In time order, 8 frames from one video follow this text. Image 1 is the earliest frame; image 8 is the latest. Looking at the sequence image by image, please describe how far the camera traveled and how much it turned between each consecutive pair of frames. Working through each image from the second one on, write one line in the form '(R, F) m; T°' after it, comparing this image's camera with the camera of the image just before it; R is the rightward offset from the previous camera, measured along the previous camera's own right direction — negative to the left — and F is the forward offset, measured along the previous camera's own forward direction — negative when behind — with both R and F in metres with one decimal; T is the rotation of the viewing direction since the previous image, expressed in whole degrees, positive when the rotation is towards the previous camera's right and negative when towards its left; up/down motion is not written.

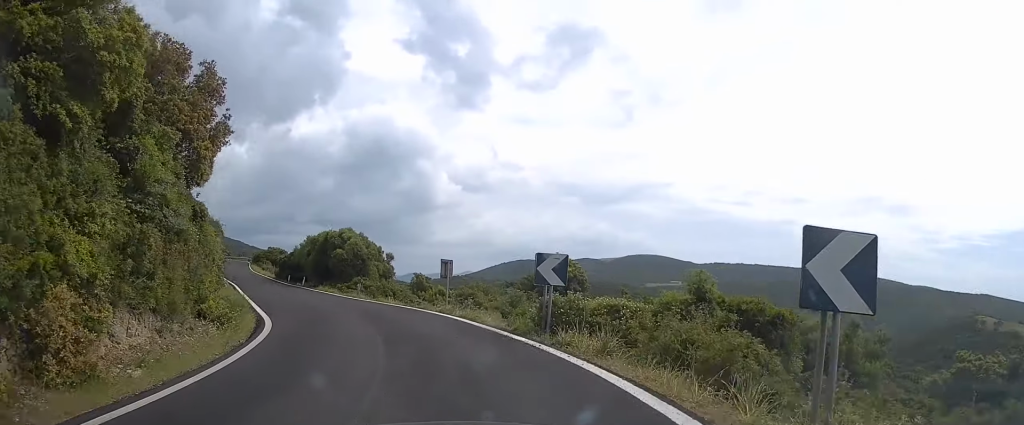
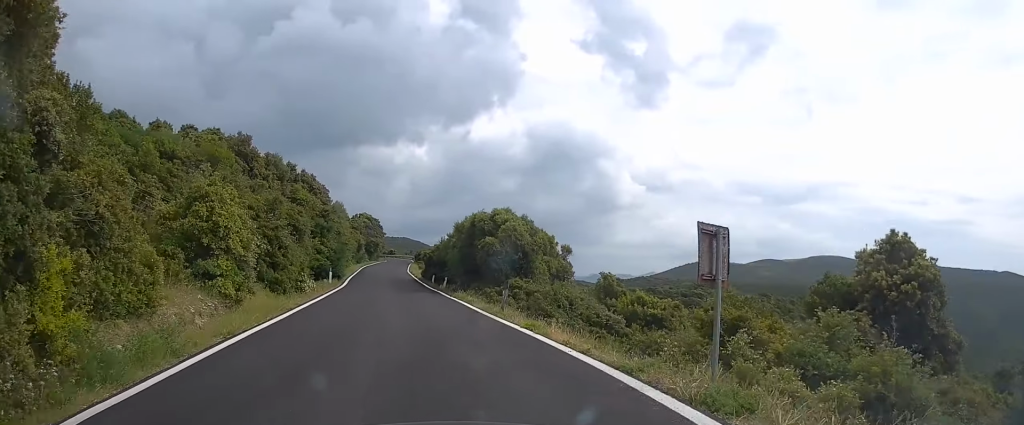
(-1.4, +14.1) m; -13°
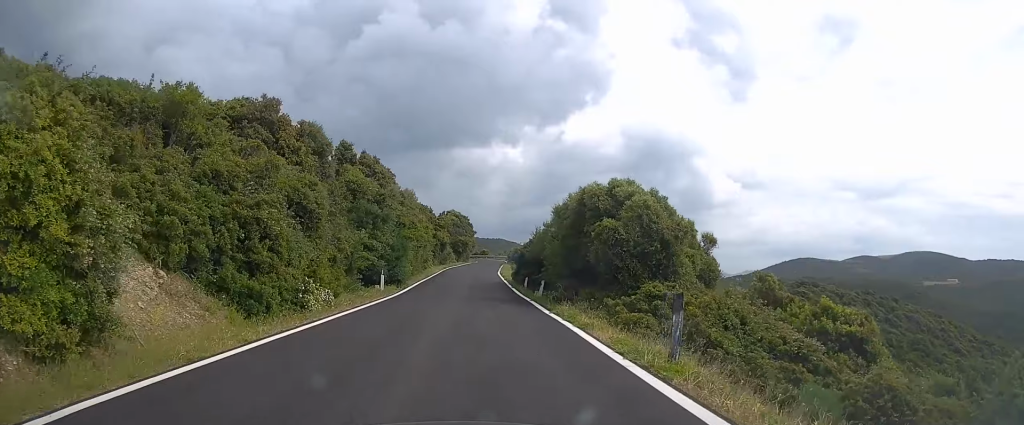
(-1.0, +10.2) m; -6°
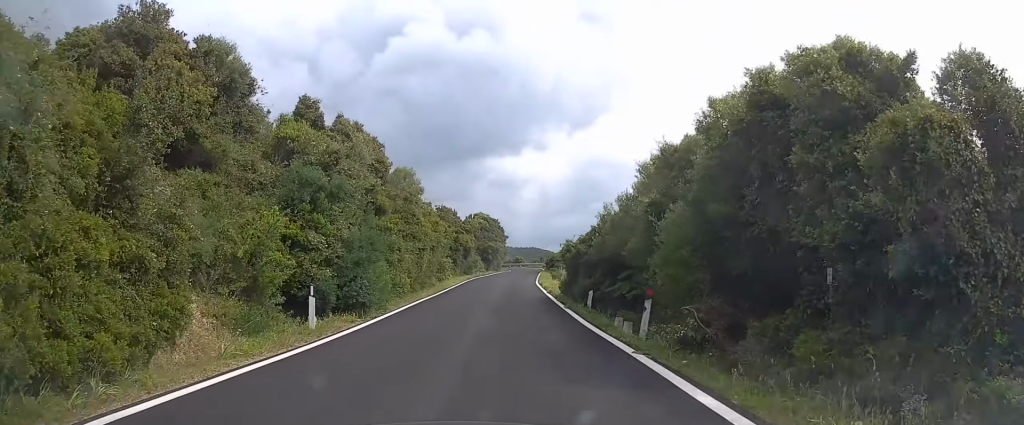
(-0.8, +13.9) m; -4°
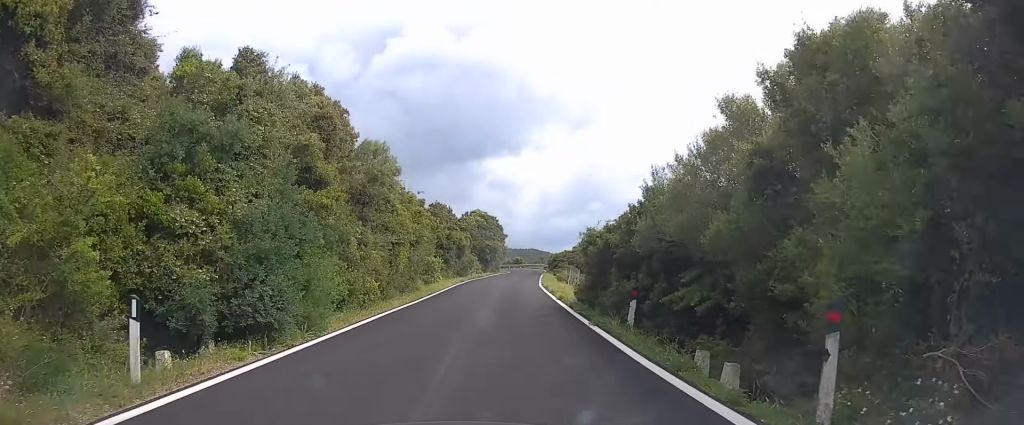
(-0.1, +6.8) m; -1°
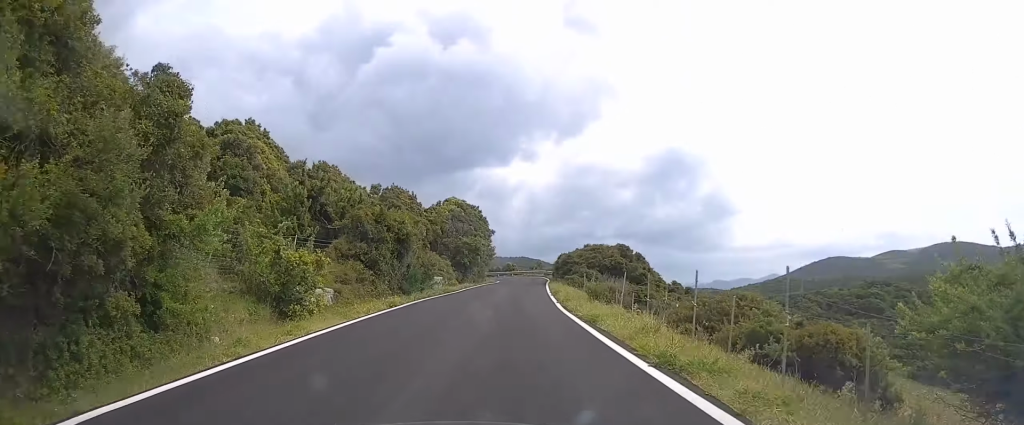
(-0.1, +24.5) m; 0°
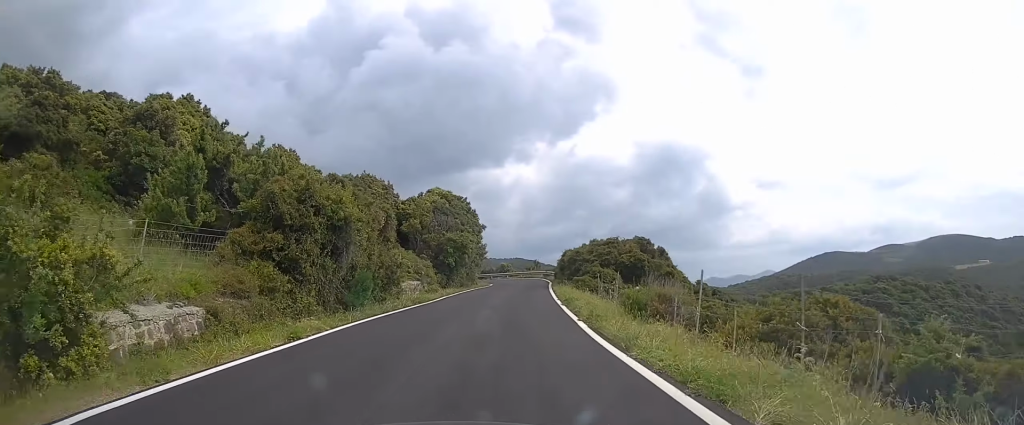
(+0.1, +9.3) m; 0°
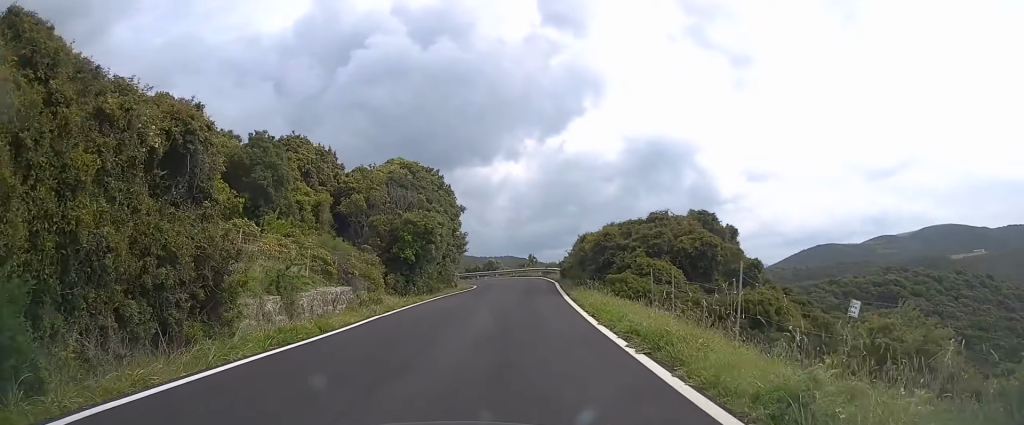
(0.0, +15.1) m; +1°
